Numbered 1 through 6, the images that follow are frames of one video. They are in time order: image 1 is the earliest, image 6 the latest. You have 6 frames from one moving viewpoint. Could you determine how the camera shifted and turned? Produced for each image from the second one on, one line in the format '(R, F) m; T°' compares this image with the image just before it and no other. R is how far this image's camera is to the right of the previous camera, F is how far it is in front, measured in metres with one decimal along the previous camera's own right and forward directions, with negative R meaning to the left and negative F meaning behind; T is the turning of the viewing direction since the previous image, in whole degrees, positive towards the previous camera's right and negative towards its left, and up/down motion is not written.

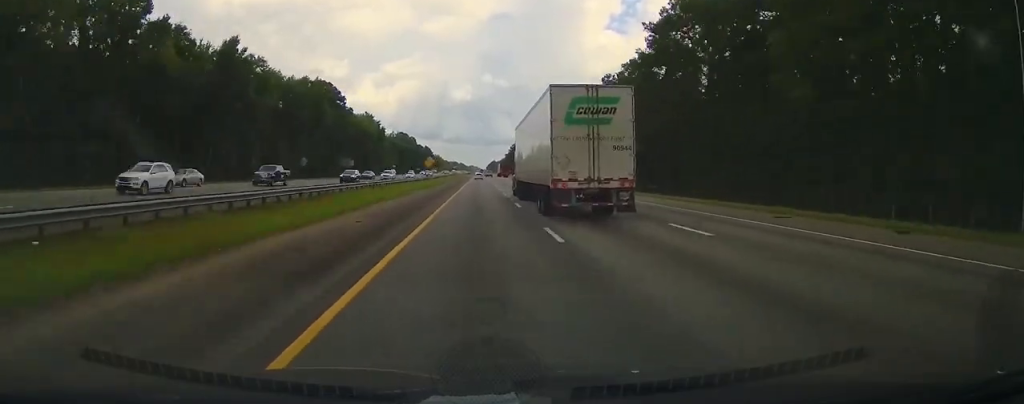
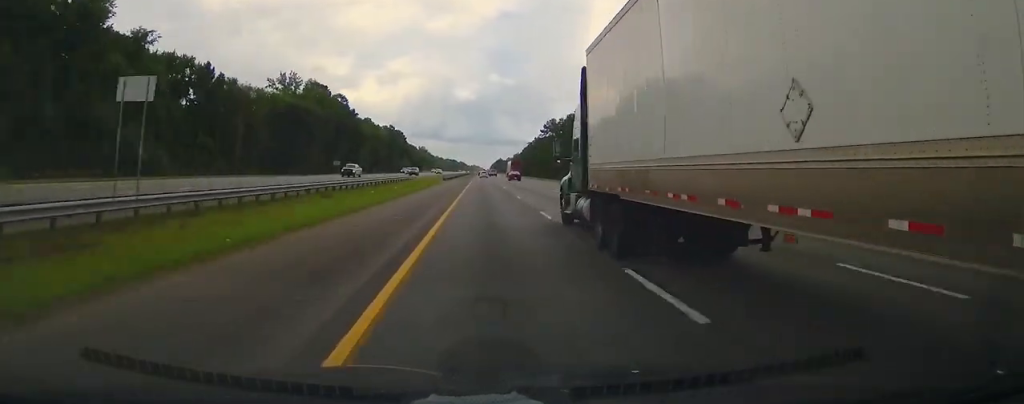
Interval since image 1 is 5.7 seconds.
(+0.1, +197.8) m; 0°
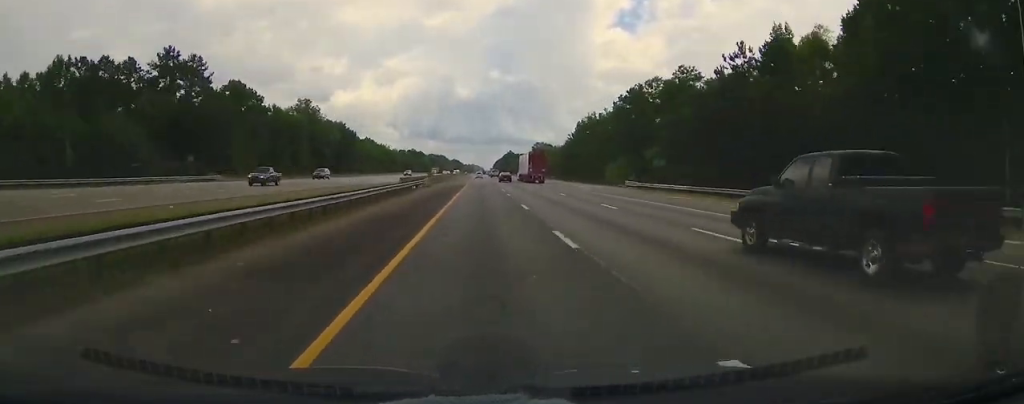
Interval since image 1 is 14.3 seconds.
(-1.8, +294.2) m; 0°
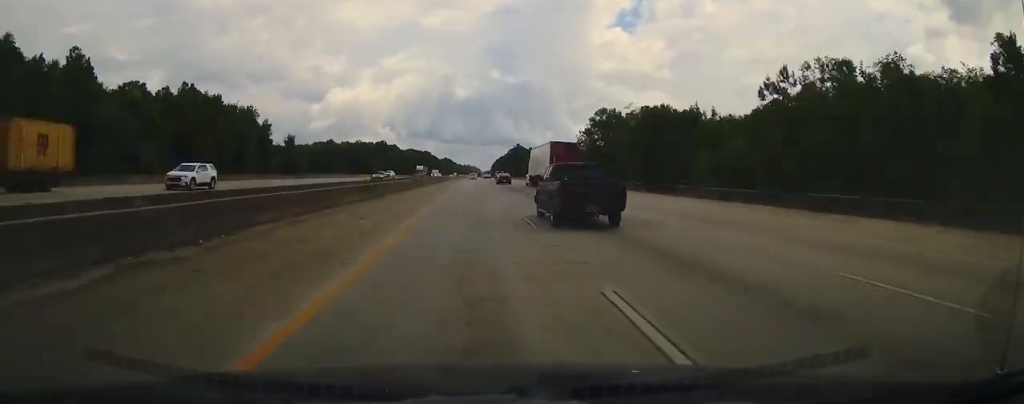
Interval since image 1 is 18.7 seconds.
(+1.0, +171.4) m; 0°
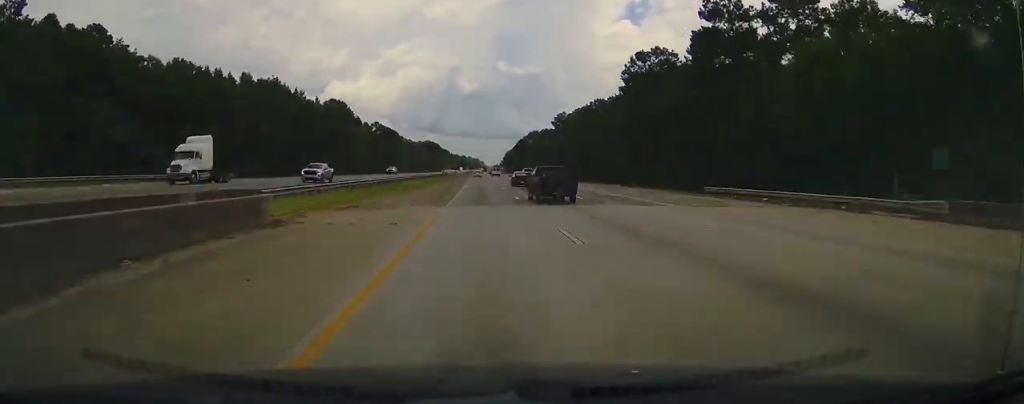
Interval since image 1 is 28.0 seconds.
(-1.2, +430.9) m; 0°
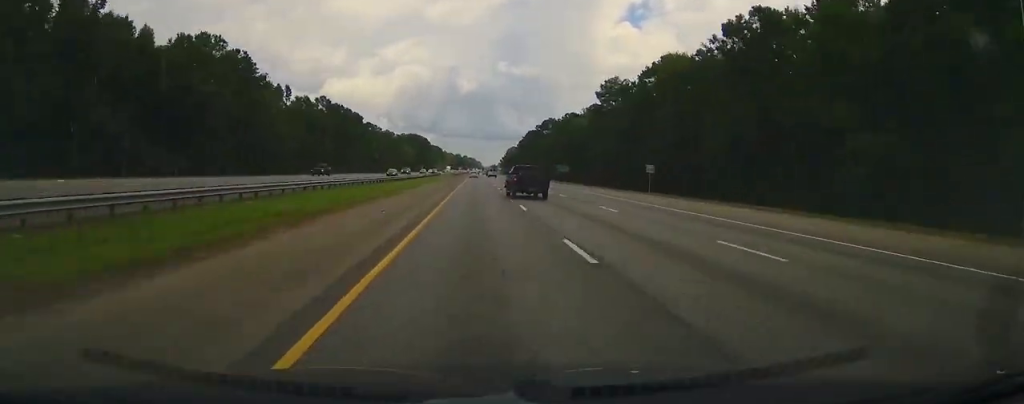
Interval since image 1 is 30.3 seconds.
(0.0, +57.3) m; 0°
